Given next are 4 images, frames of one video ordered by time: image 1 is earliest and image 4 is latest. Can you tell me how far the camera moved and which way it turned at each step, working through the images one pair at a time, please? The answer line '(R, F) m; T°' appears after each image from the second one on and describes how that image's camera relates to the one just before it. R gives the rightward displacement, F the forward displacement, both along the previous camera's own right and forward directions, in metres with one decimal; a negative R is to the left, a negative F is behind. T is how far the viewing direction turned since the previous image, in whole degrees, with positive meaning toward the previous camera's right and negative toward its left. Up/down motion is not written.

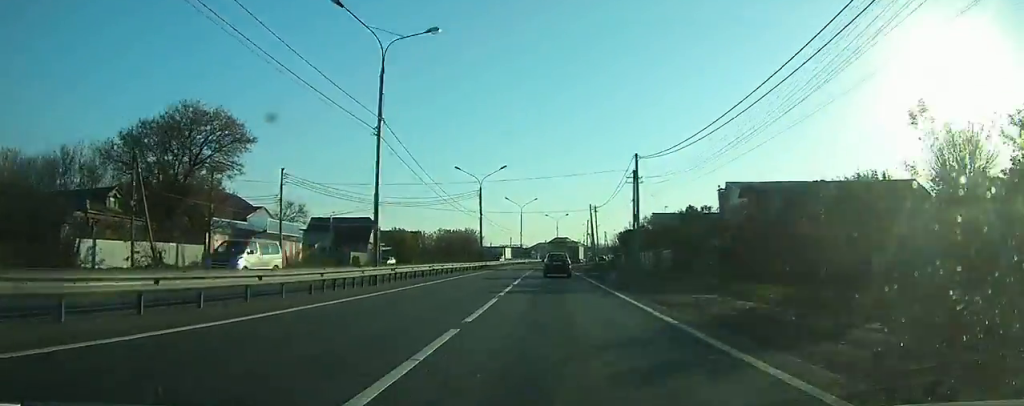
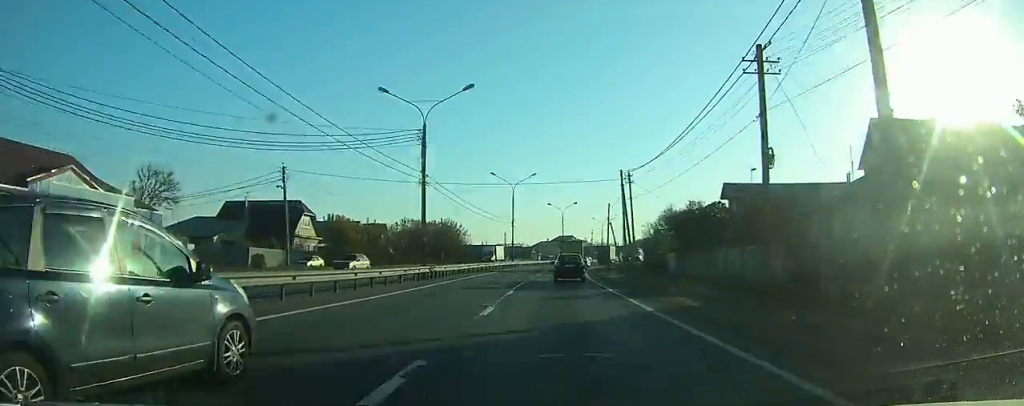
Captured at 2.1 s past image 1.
(-0.1, +30.1) m; 0°
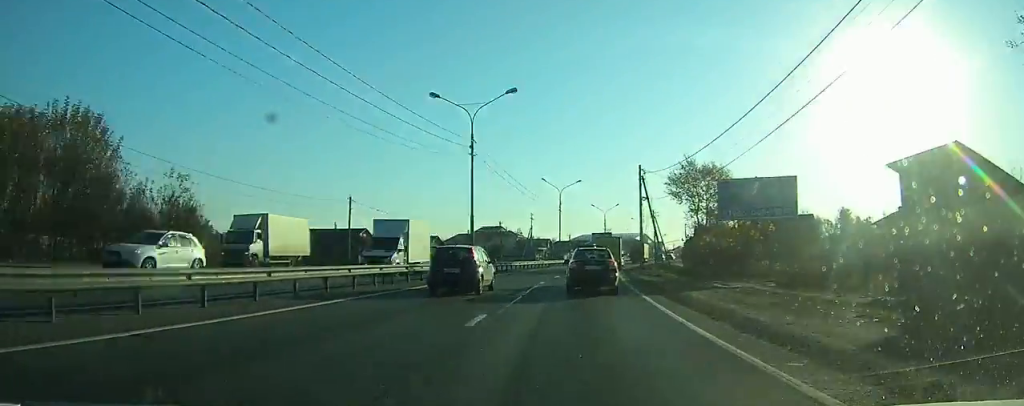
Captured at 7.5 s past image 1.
(+3.3, +73.3) m; +7°
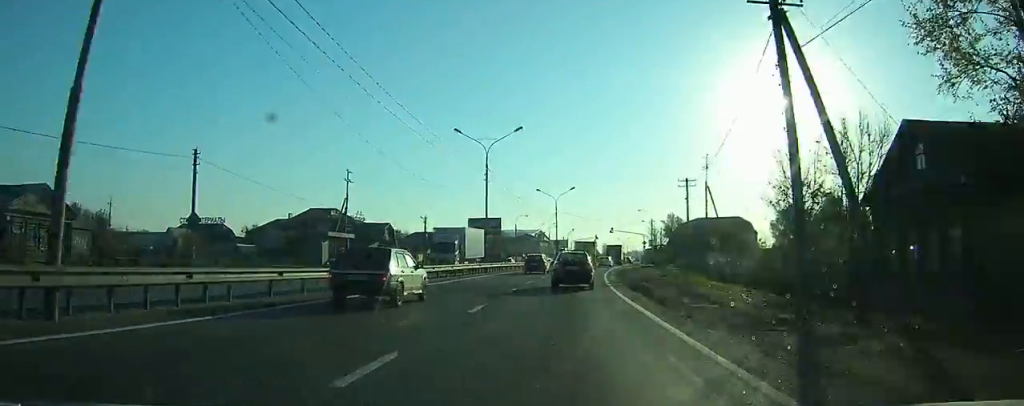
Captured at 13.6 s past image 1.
(+6.9, +70.1) m; +11°
